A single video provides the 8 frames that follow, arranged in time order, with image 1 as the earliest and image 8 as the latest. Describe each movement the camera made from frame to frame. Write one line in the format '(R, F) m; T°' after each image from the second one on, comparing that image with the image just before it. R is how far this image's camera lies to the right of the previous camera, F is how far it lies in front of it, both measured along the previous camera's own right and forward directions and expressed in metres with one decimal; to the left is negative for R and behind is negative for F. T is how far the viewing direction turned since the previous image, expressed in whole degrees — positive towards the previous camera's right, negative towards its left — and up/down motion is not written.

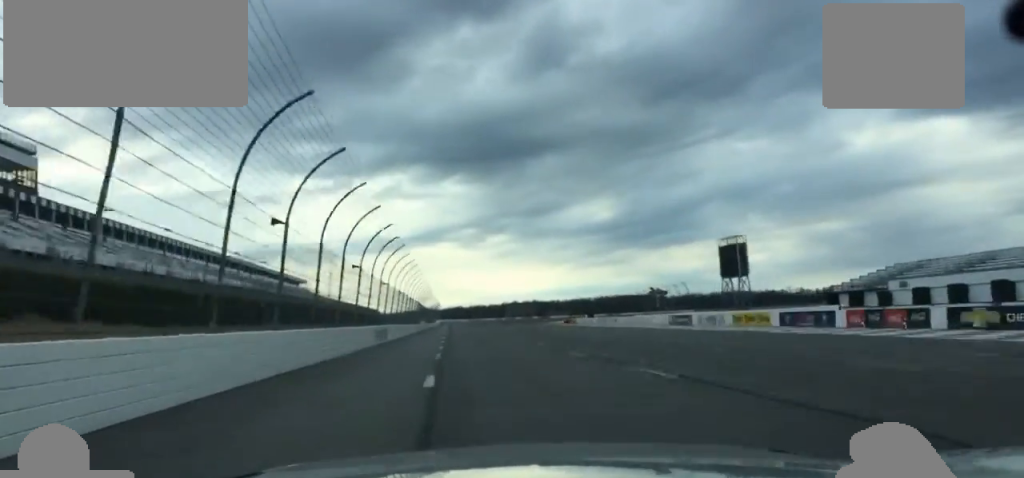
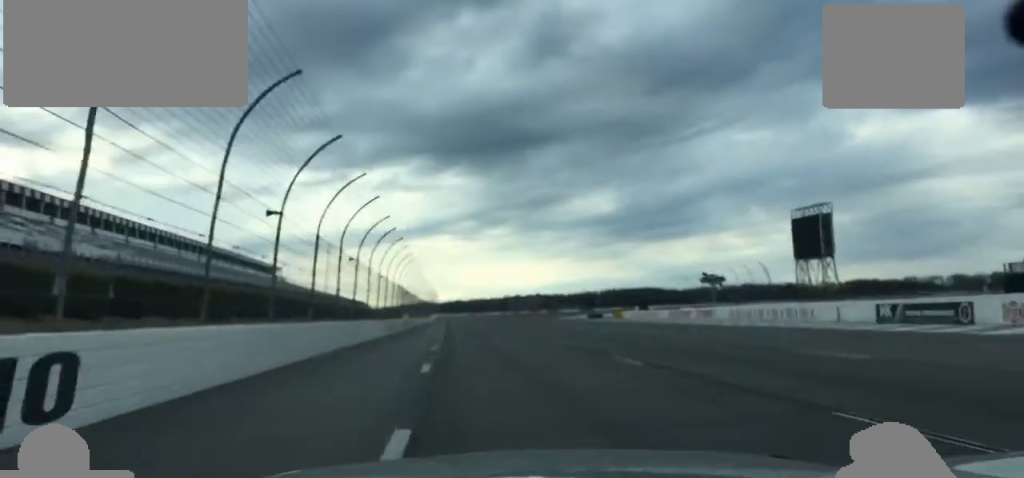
(-0.4, +43.9) m; 0°
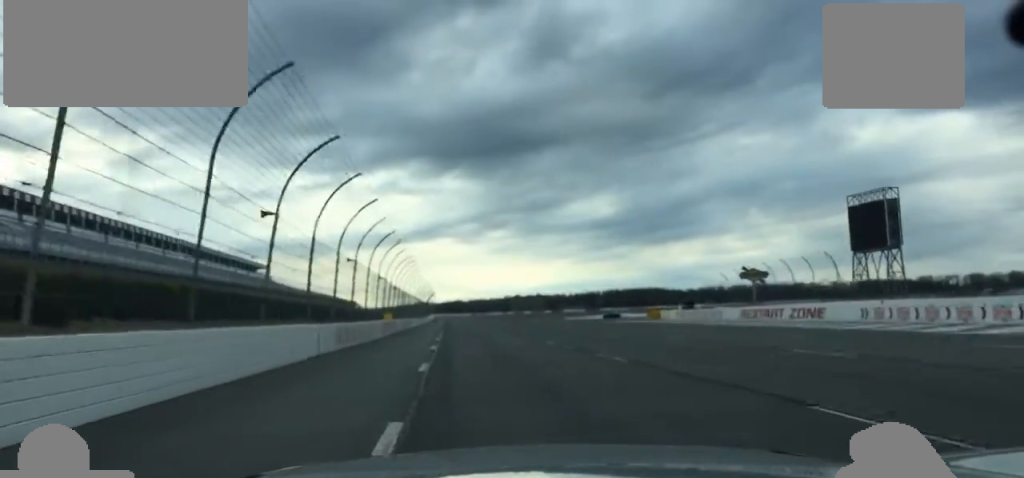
(-0.3, +24.3) m; 0°
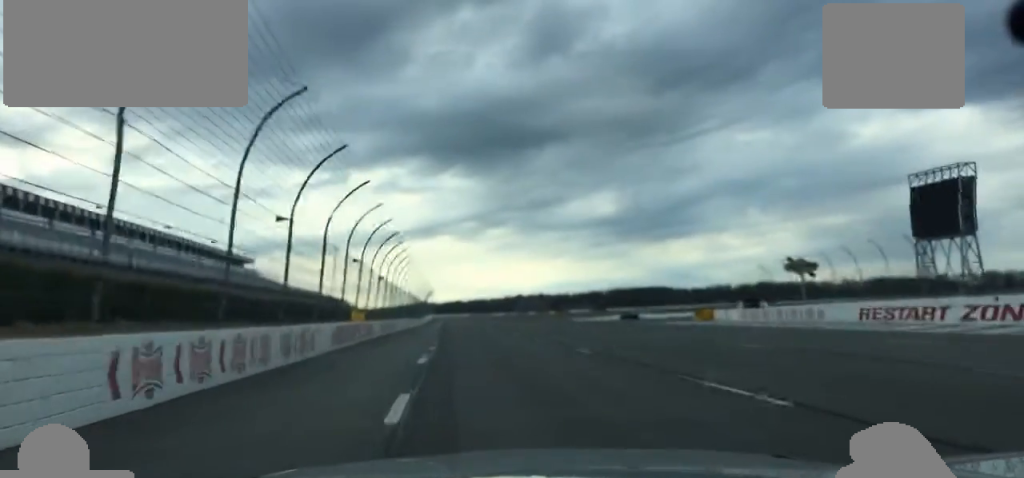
(+0.3, +20.0) m; +1°
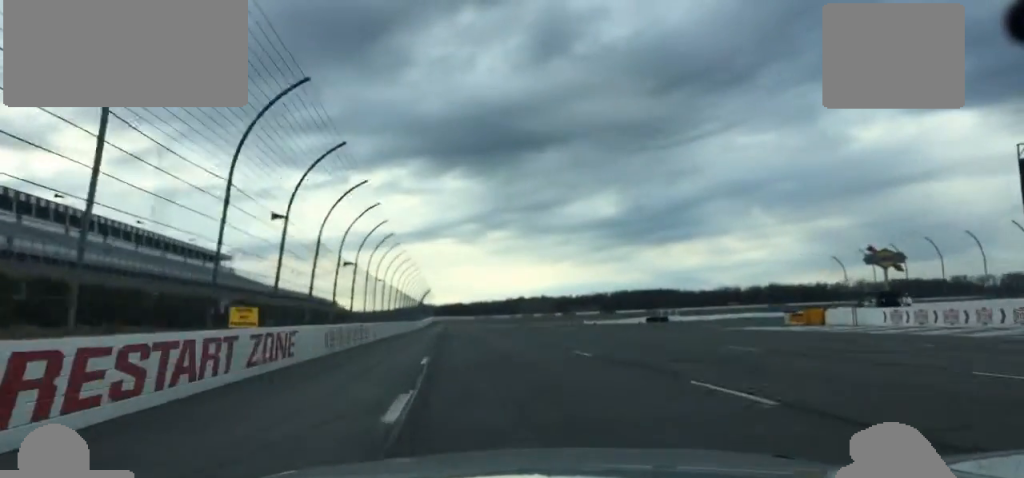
(+0.2, +25.1) m; +1°
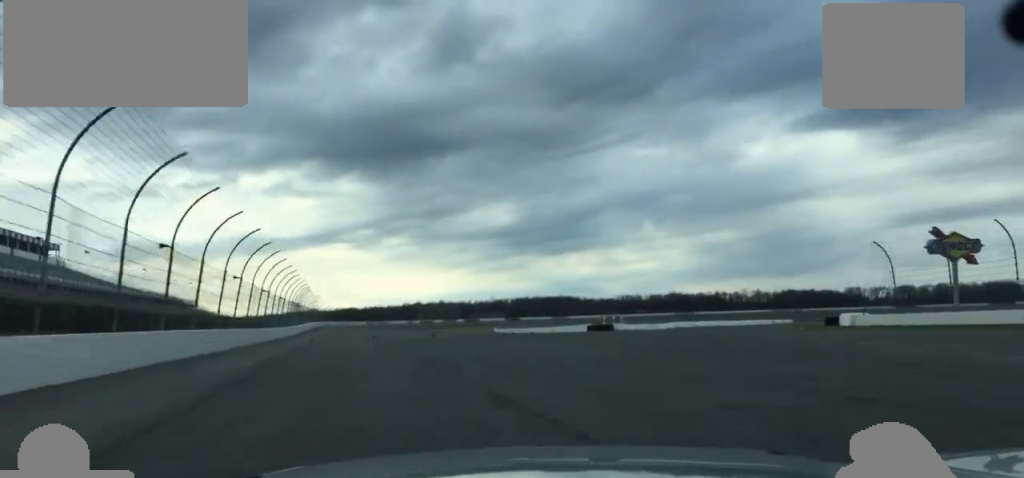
(+0.8, +39.4) m; +5°
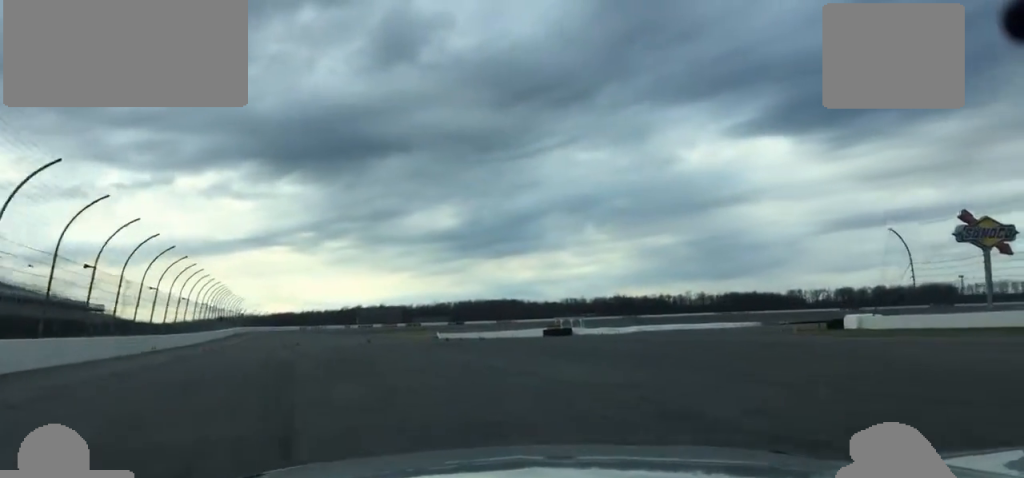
(-0.3, +15.4) m; +4°
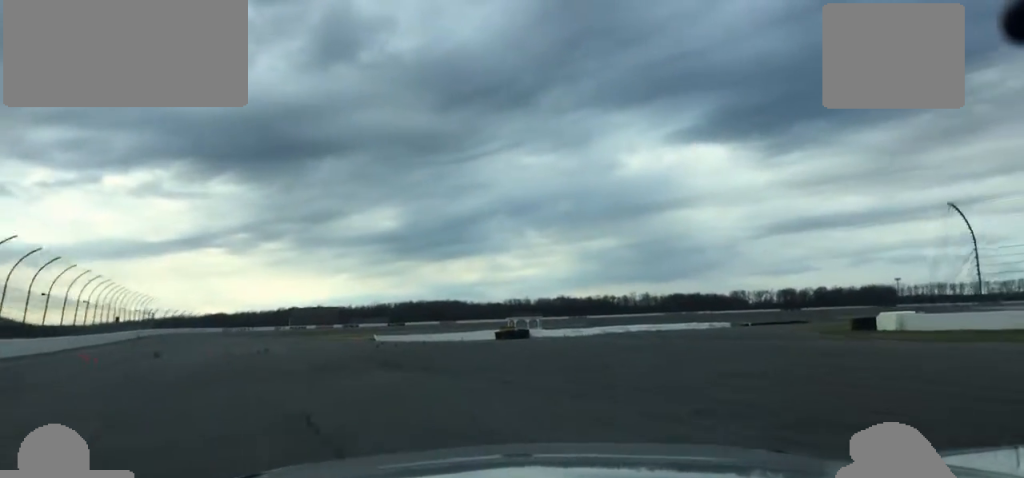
(+1.5, +16.1) m; +7°
